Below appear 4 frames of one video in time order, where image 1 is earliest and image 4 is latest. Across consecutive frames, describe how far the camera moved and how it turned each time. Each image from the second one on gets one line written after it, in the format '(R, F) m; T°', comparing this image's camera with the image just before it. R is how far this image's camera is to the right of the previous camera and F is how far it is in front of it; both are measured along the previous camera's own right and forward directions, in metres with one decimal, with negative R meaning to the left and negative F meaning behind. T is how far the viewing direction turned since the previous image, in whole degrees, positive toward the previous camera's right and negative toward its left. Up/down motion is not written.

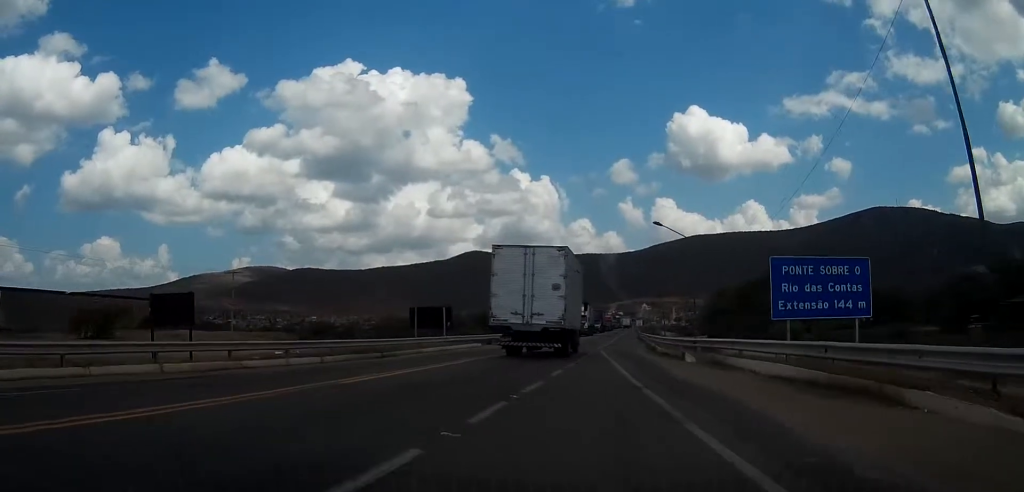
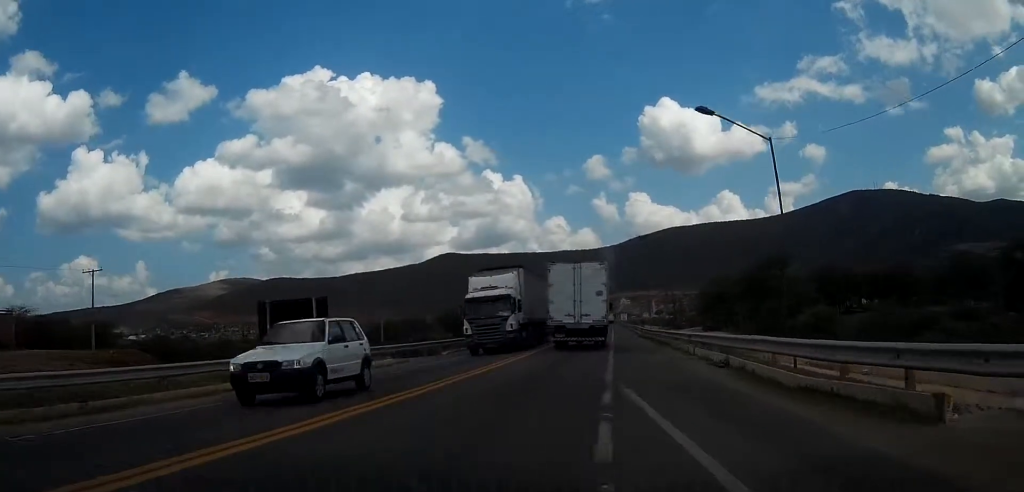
(+0.5, +22.8) m; +3°
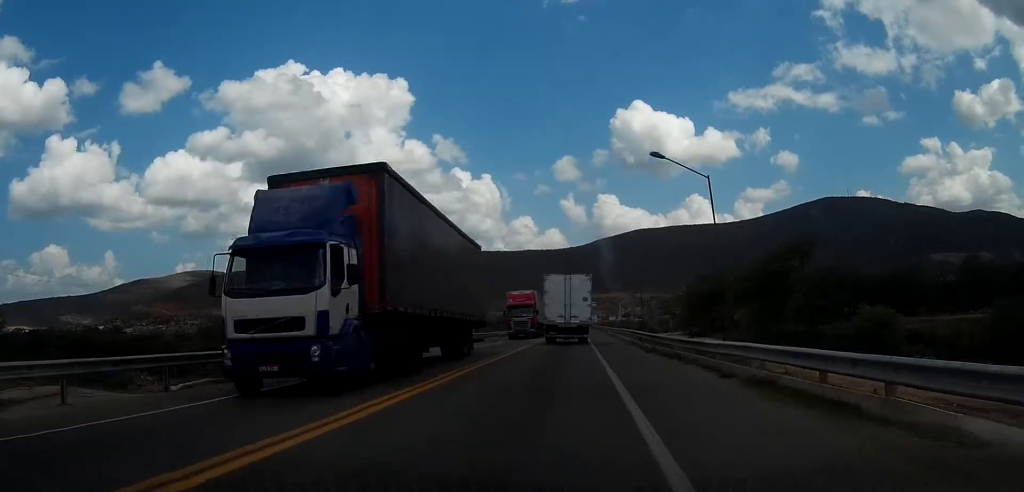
(+0.5, +27.6) m; +2°
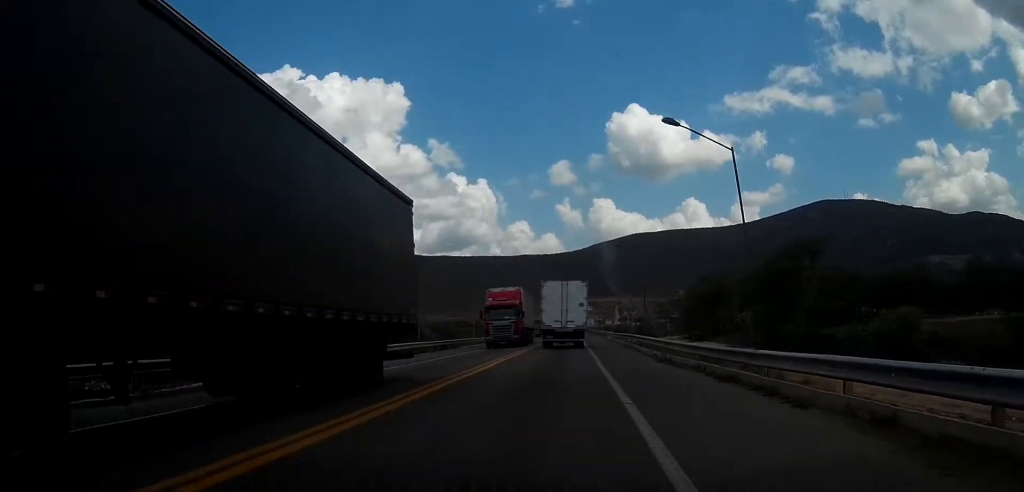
(0.0, +5.3) m; 0°
